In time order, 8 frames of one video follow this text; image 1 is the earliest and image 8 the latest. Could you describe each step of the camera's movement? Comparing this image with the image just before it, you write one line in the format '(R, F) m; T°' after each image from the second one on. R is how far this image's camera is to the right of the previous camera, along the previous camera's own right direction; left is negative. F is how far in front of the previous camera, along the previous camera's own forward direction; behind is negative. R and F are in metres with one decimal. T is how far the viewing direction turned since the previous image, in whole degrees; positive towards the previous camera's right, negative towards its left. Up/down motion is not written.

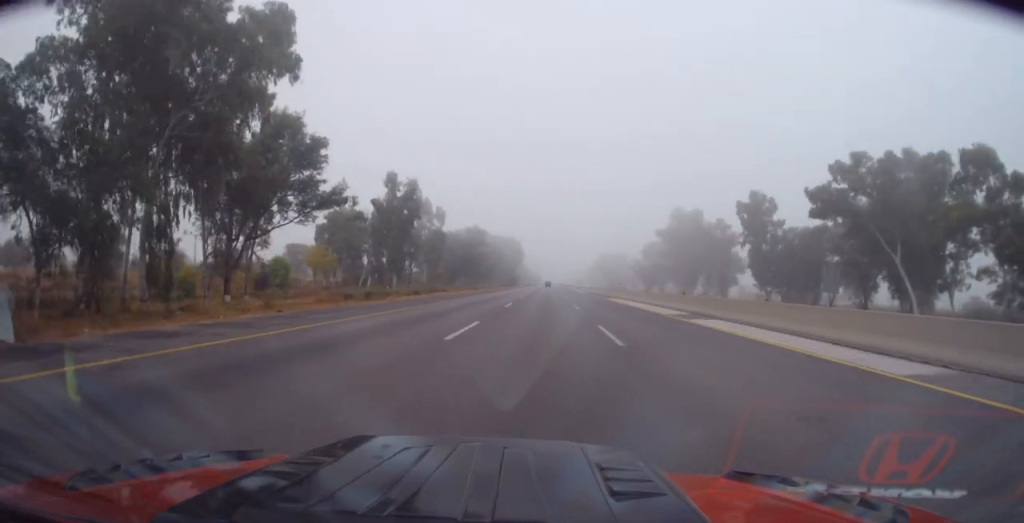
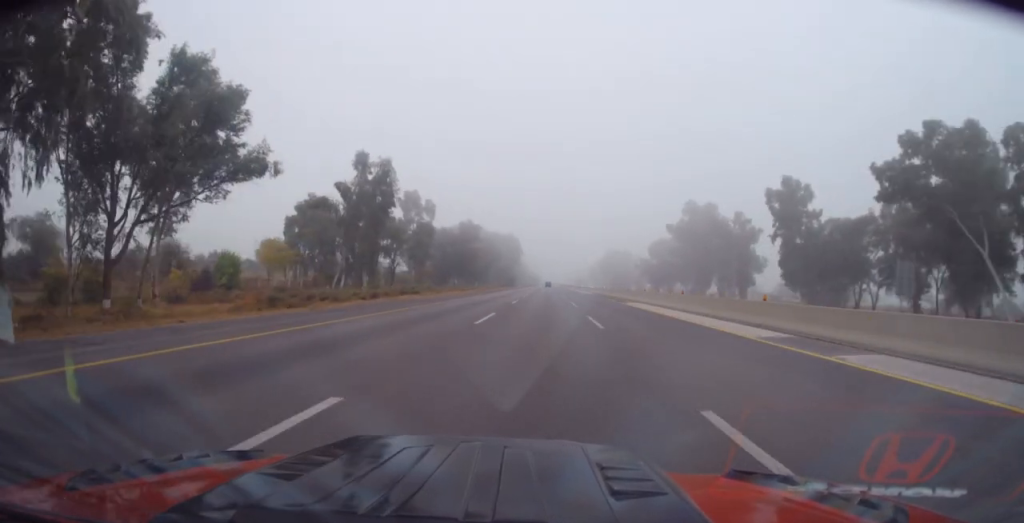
(0.0, +12.7) m; 0°
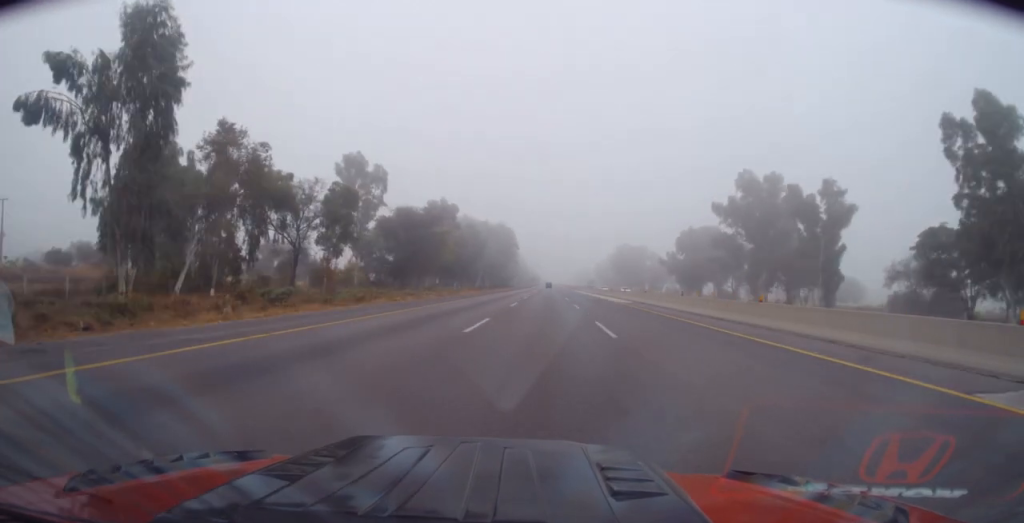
(+0.1, +38.6) m; +1°
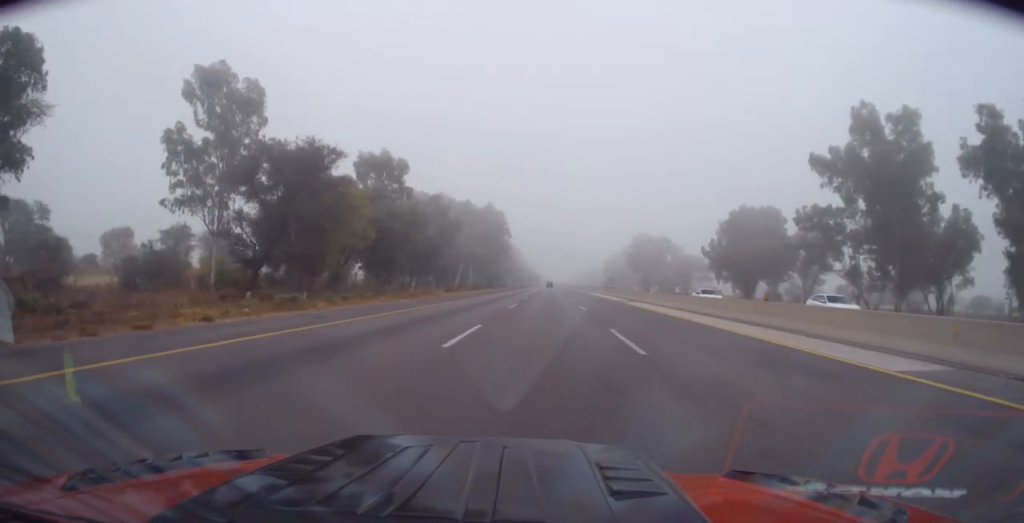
(+0.6, +39.4) m; 0°
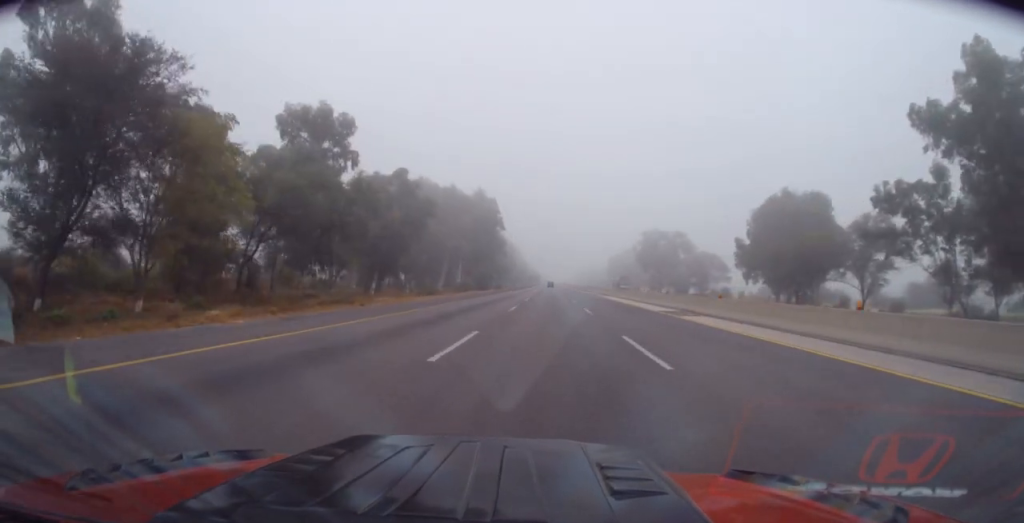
(-0.7, +19.7) m; -1°
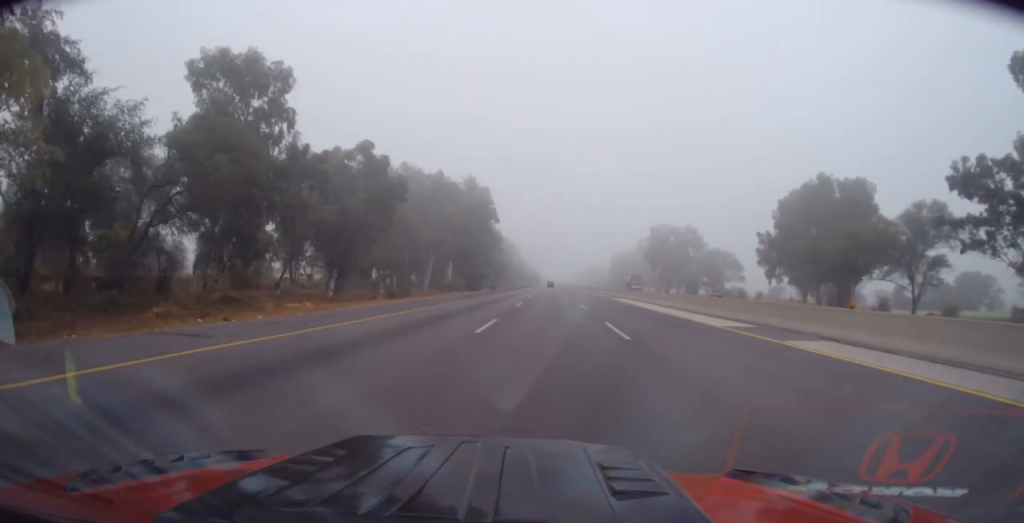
(0.0, +12.7) m; 0°
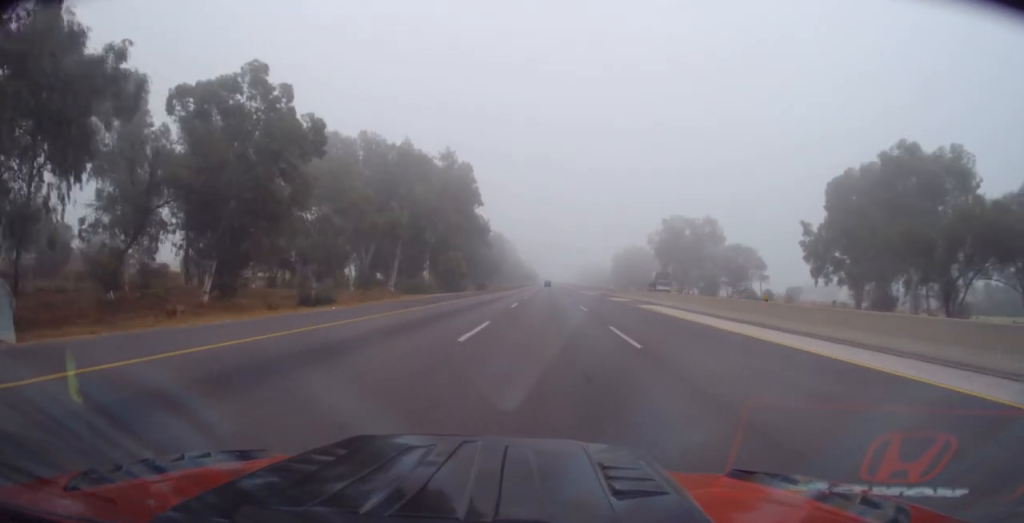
(+0.3, +20.0) m; +1°
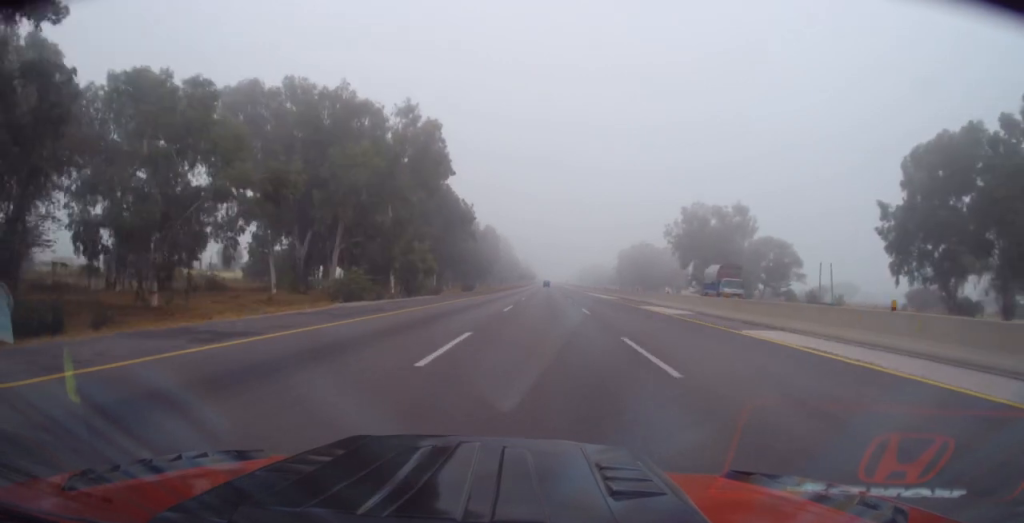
(+0.1, +21.8) m; 0°
